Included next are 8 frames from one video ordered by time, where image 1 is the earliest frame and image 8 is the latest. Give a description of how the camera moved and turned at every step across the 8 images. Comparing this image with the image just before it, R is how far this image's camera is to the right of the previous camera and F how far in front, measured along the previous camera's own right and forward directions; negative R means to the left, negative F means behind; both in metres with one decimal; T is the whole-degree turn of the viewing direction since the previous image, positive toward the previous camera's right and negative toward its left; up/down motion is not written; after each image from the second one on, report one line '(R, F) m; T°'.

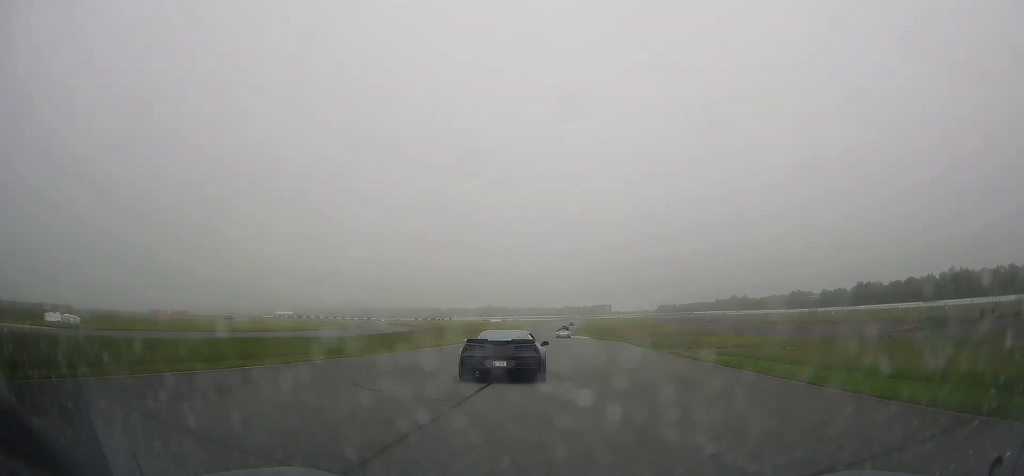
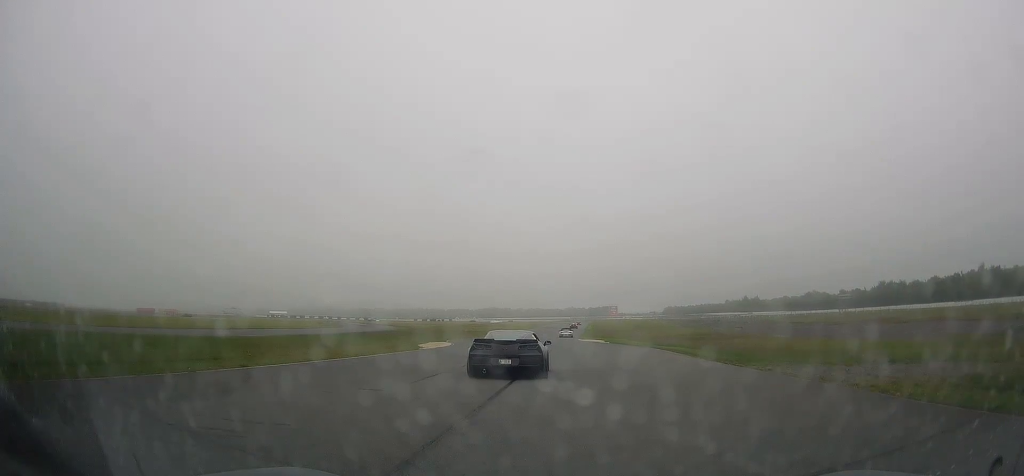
(0.0, +19.5) m; 0°
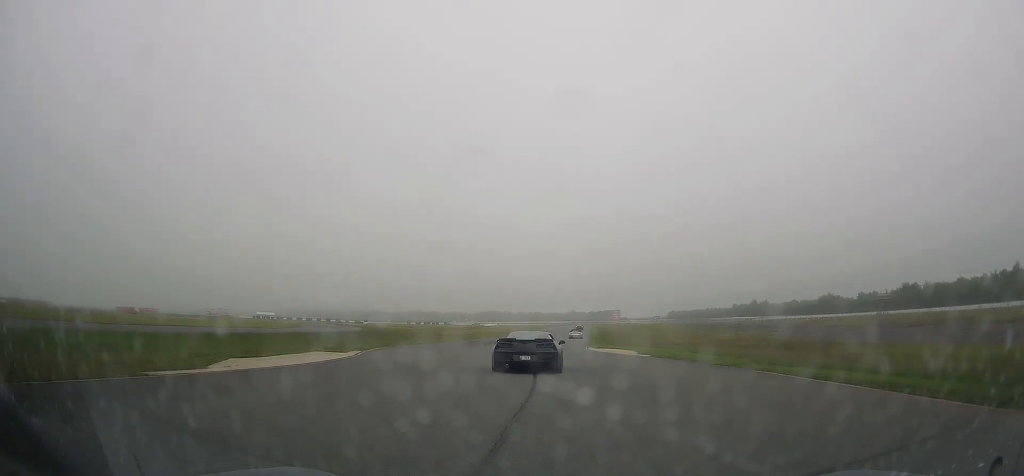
(0.0, +23.5) m; 0°
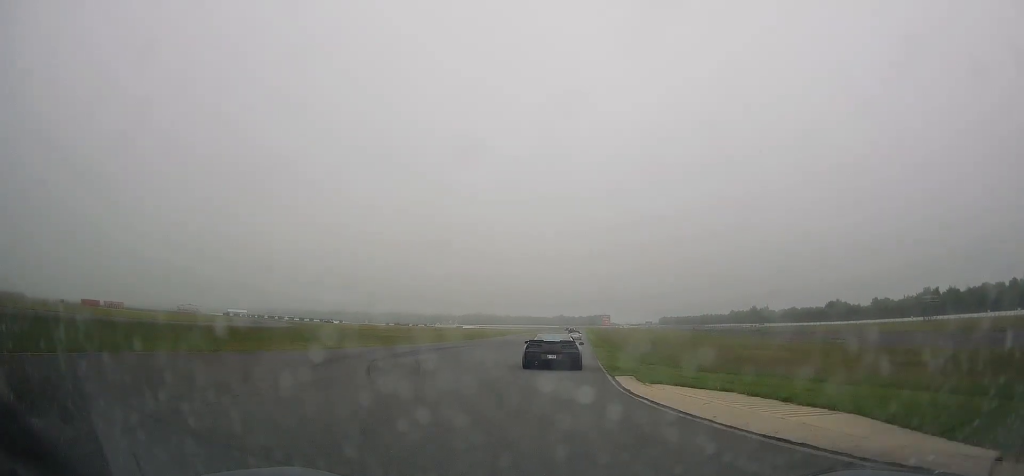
(+0.1, +27.7) m; +1°
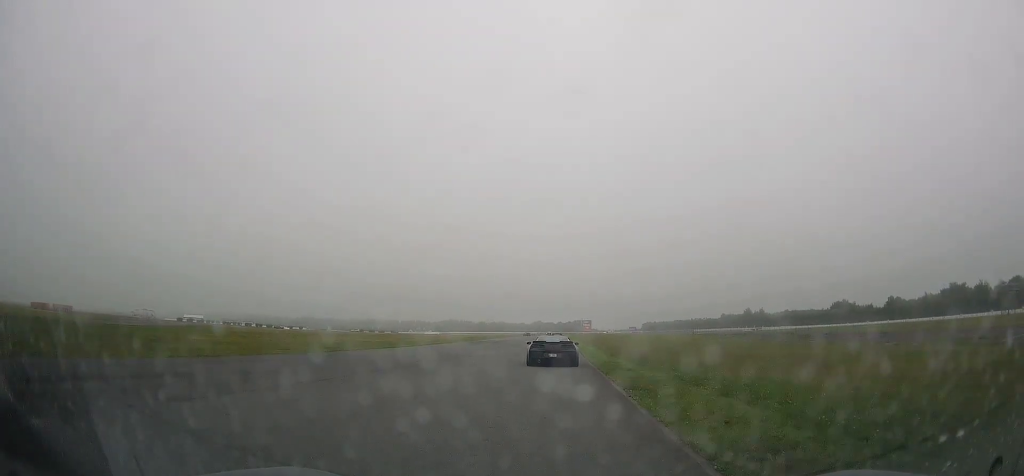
(+0.3, +34.1) m; +1°
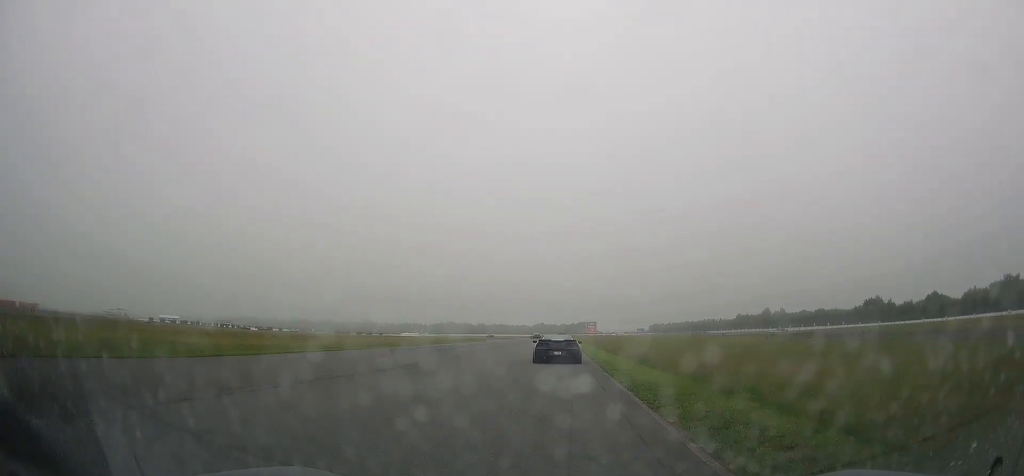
(+0.3, +33.1) m; +1°
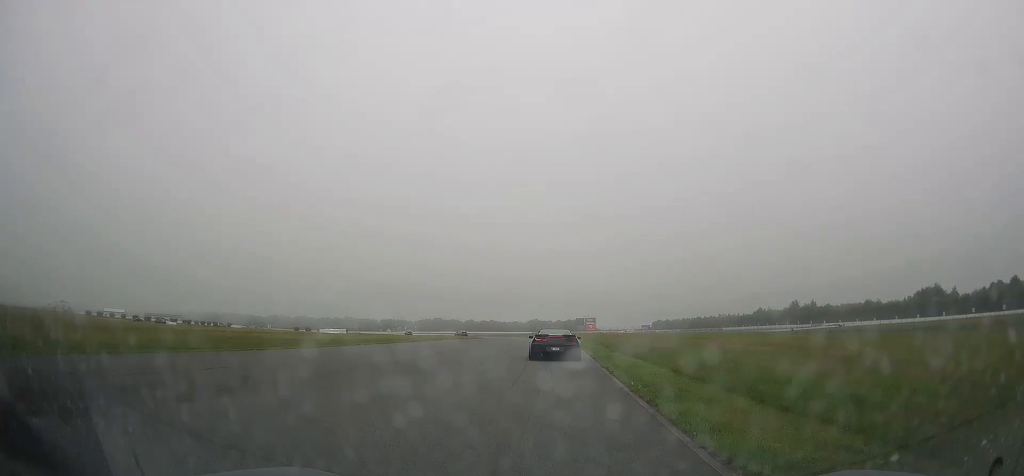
(+0.5, +55.0) m; 0°
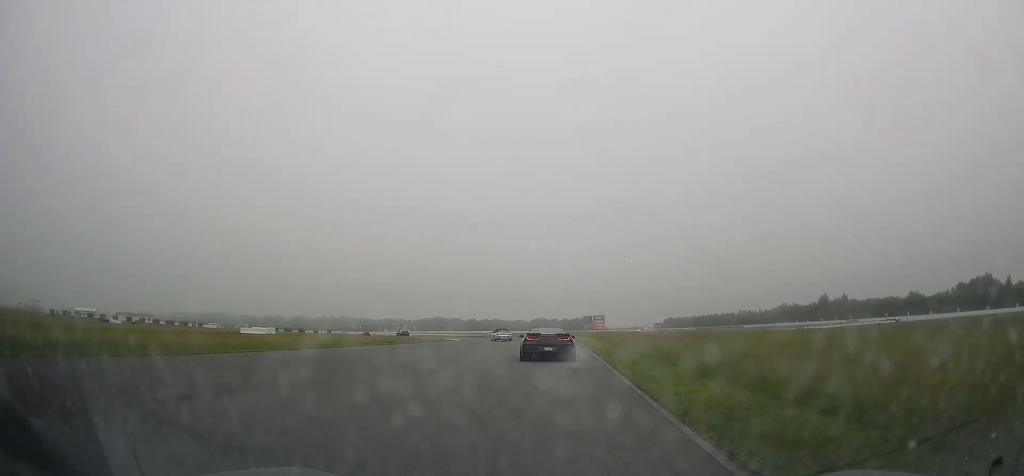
(-0.3, +33.2) m; -1°
